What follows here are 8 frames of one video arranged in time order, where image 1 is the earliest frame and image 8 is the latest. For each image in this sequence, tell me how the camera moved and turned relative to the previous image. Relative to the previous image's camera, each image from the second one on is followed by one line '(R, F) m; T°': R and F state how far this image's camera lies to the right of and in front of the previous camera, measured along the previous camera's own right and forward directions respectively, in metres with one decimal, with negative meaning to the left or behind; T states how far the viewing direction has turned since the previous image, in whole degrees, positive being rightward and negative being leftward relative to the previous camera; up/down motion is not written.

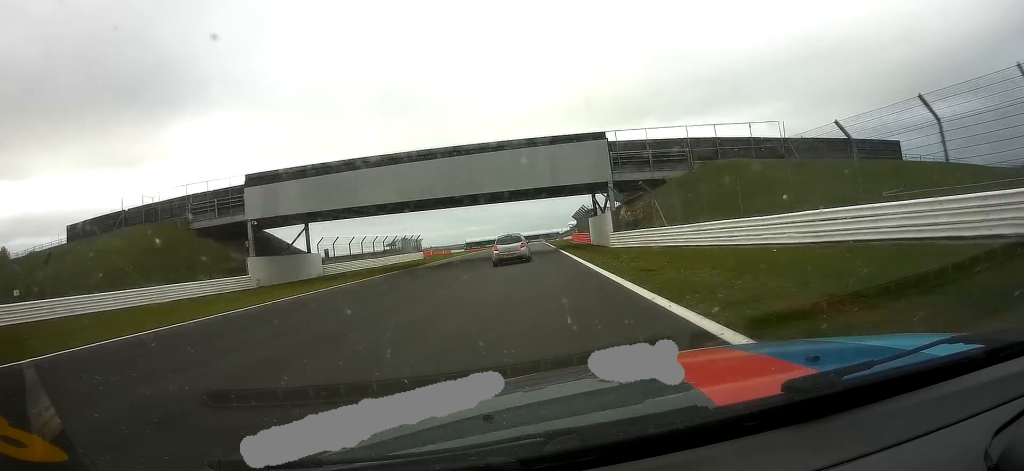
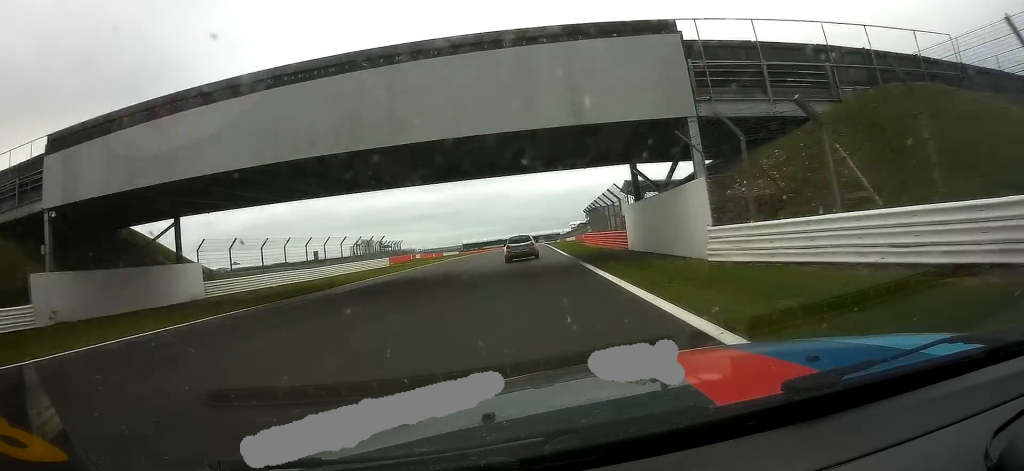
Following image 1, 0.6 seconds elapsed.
(+0.1, +21.9) m; 0°
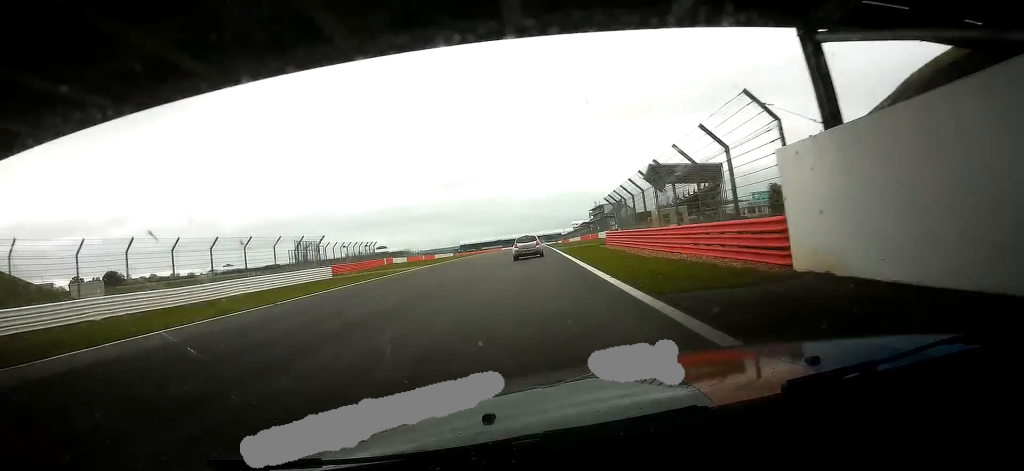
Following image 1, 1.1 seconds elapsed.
(-0.1, +20.8) m; 0°
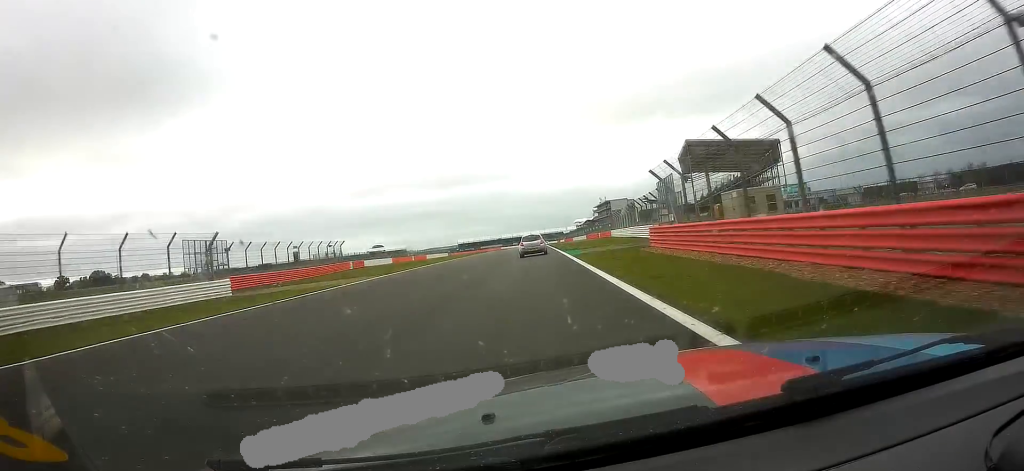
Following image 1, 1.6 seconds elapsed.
(0.0, +18.3) m; 0°
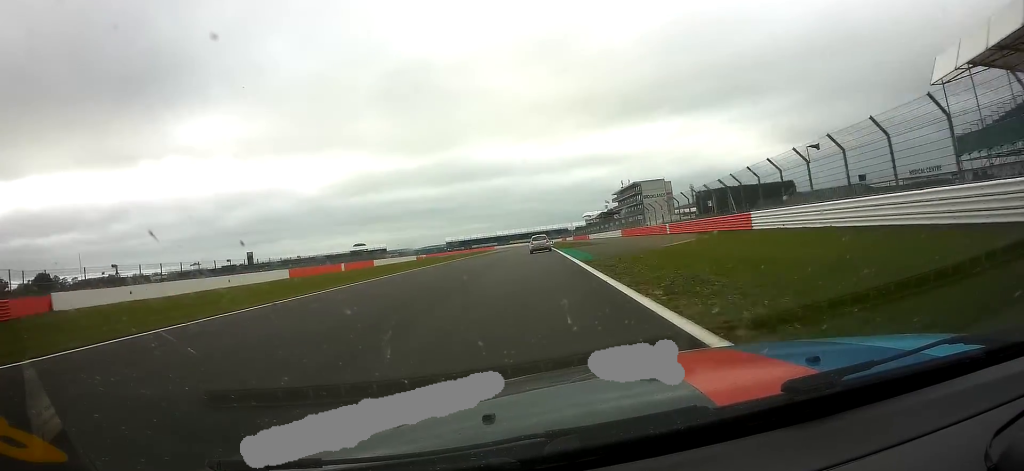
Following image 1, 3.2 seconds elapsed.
(+0.3, +65.6) m; 0°
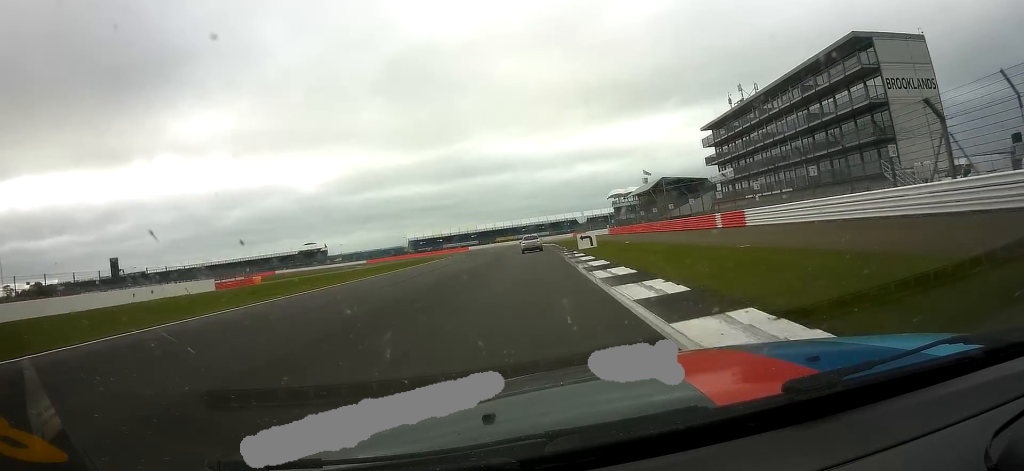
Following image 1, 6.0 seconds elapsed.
(-1.4, +117.6) m; -1°
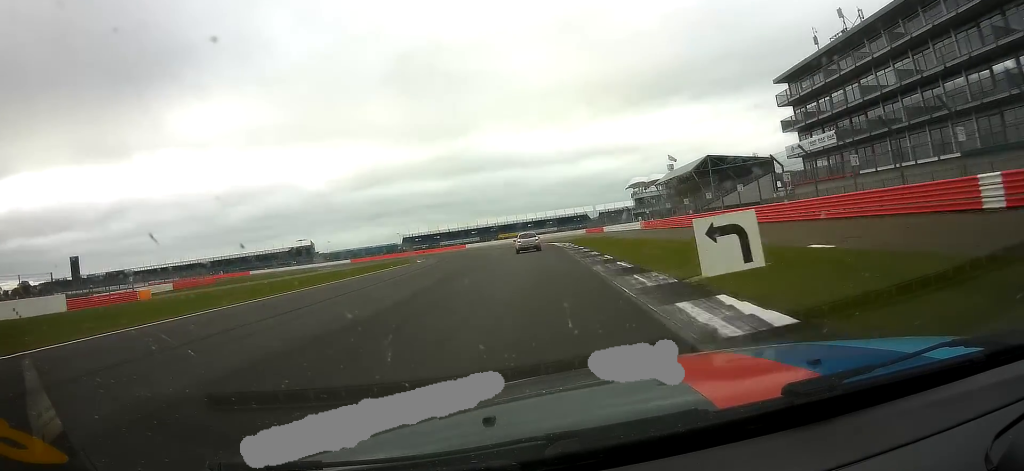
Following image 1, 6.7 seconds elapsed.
(0.0, +27.5) m; -1°
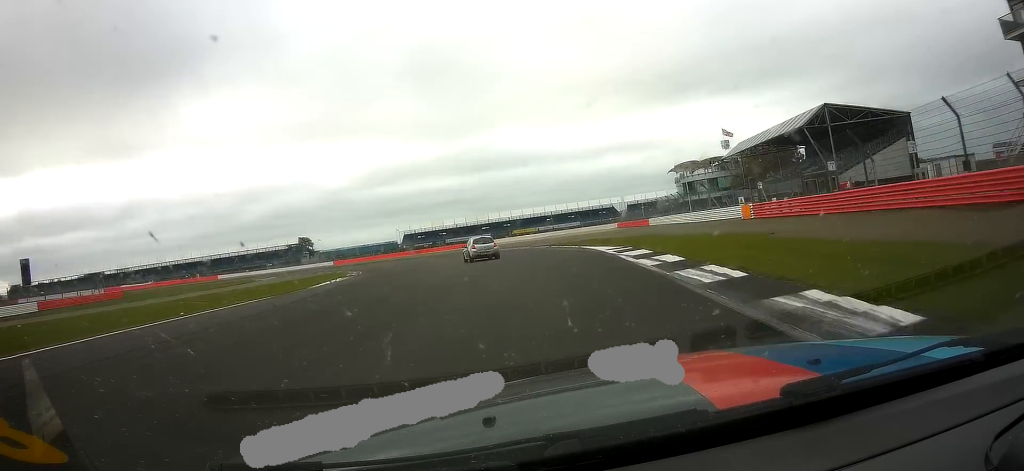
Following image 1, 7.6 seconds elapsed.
(-0.4, +36.7) m; -4°
